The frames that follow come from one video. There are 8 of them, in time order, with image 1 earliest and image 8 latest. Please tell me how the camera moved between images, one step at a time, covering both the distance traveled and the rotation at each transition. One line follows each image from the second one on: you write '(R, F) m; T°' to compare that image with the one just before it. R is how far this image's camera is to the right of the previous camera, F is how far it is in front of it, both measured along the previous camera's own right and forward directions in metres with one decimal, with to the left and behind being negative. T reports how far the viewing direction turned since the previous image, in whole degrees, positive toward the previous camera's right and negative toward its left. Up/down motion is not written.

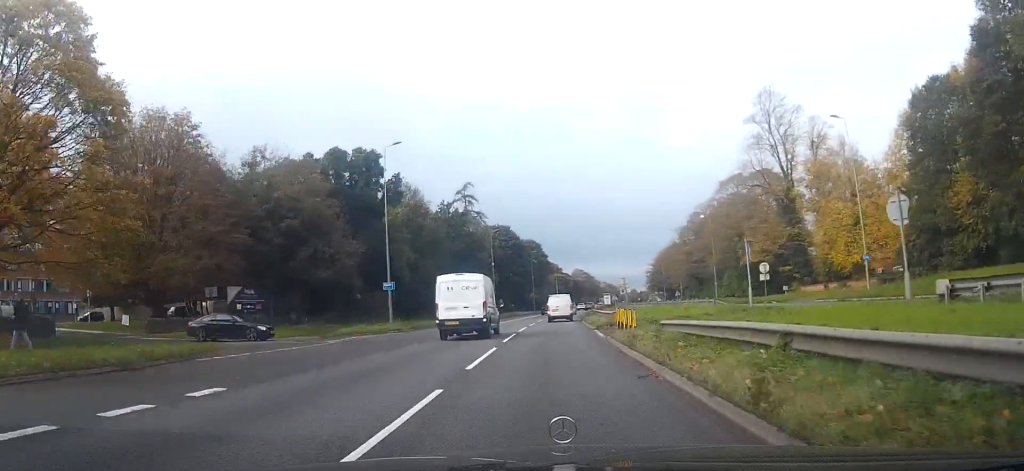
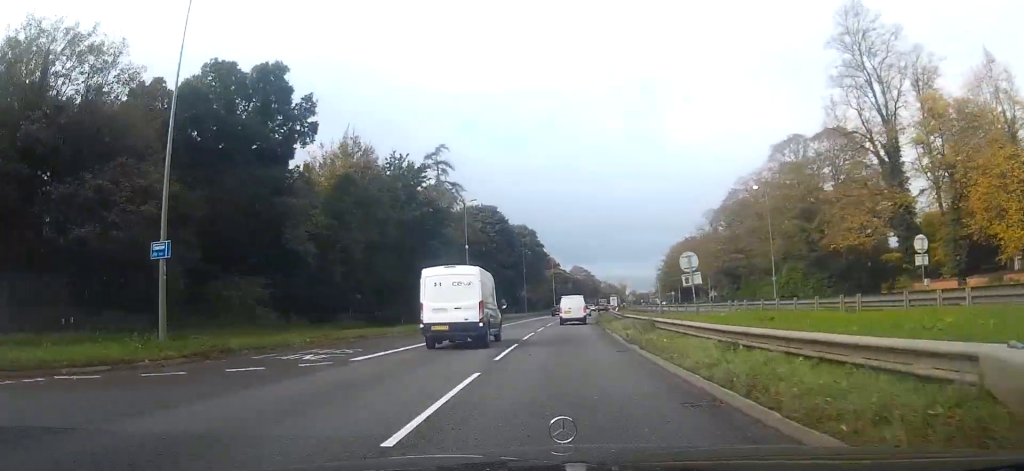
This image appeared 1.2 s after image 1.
(+0.1, +25.8) m; +1°
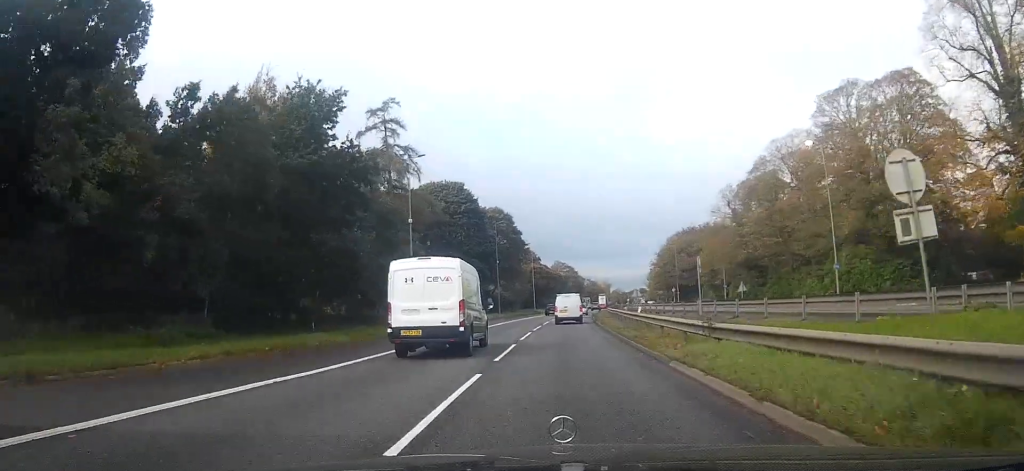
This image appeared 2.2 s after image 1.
(+0.2, +19.1) m; +1°
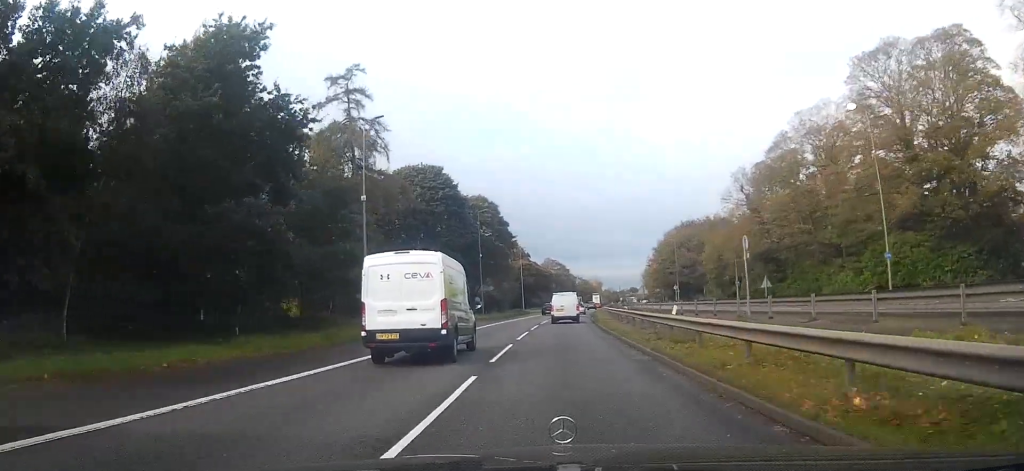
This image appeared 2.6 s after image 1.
(+0.2, +9.4) m; +1°
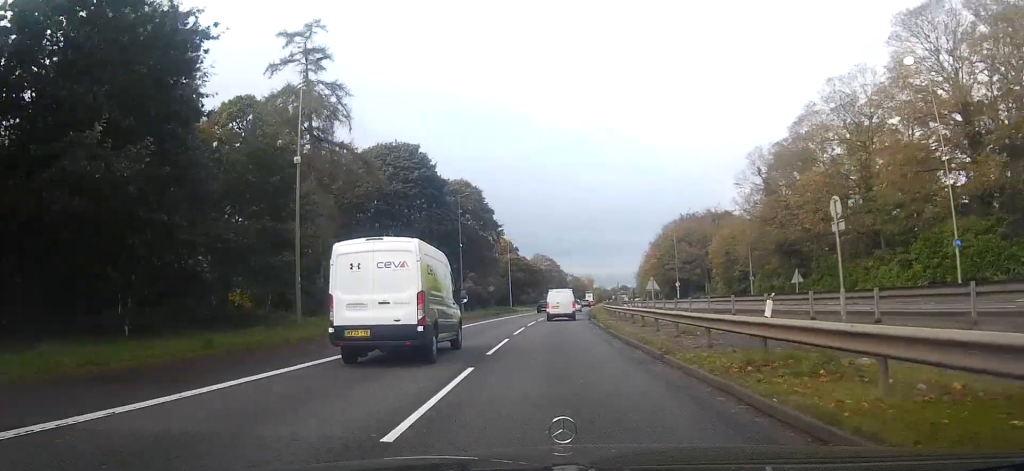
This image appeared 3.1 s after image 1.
(+0.1, +8.7) m; +1°
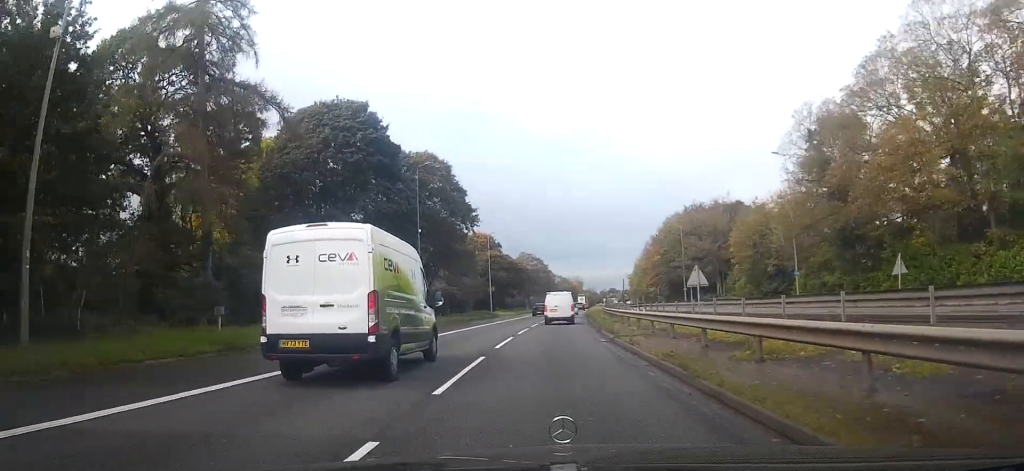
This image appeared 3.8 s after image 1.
(0.0, +15.3) m; +1°
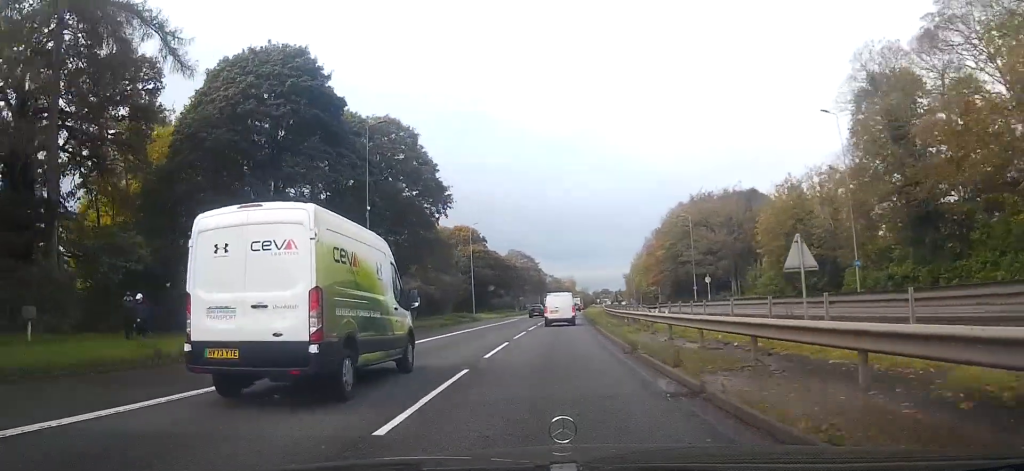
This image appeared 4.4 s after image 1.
(+0.1, +11.9) m; +1°
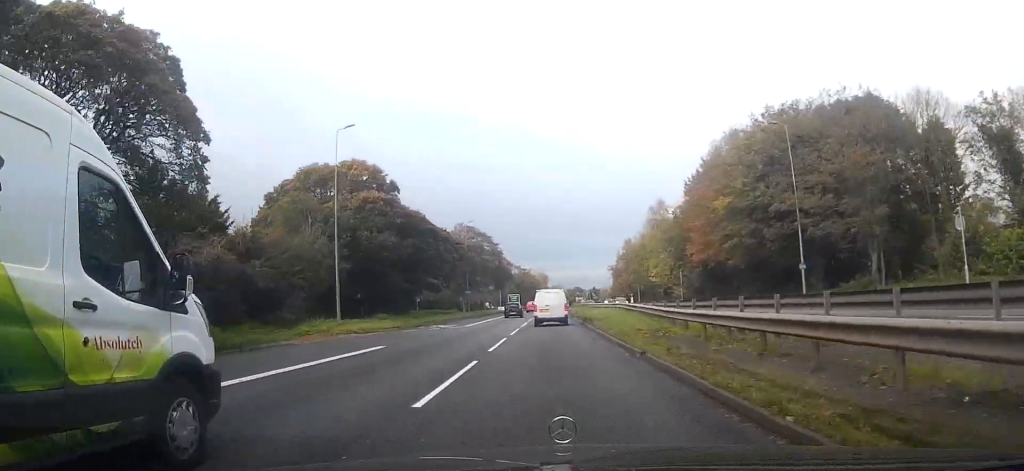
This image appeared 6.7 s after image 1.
(+2.0, +45.0) m; +3°
